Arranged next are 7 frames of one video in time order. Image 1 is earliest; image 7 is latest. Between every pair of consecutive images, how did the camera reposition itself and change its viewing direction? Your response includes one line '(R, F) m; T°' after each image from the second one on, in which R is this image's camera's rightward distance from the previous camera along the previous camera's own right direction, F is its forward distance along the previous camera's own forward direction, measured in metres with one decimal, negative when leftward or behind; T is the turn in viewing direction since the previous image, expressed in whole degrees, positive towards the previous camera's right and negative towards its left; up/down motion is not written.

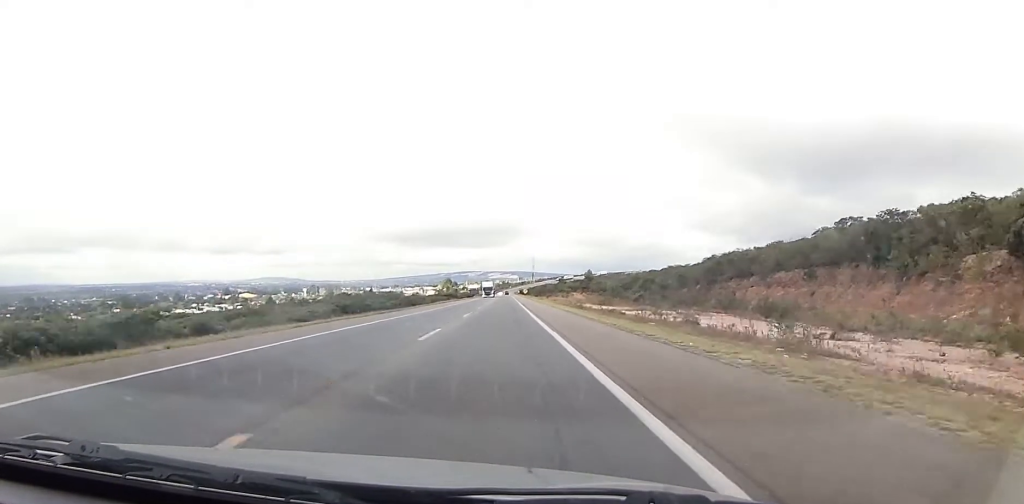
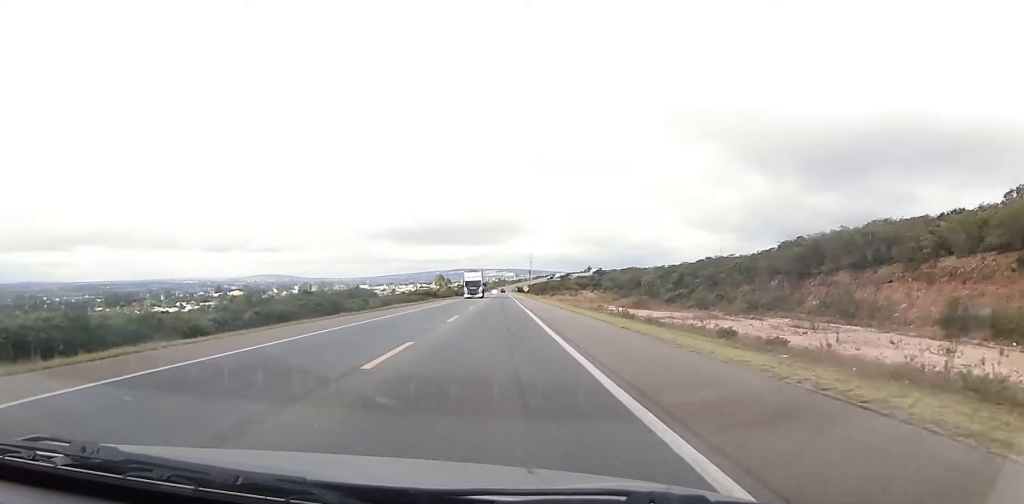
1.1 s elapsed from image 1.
(0.0, +37.2) m; 0°
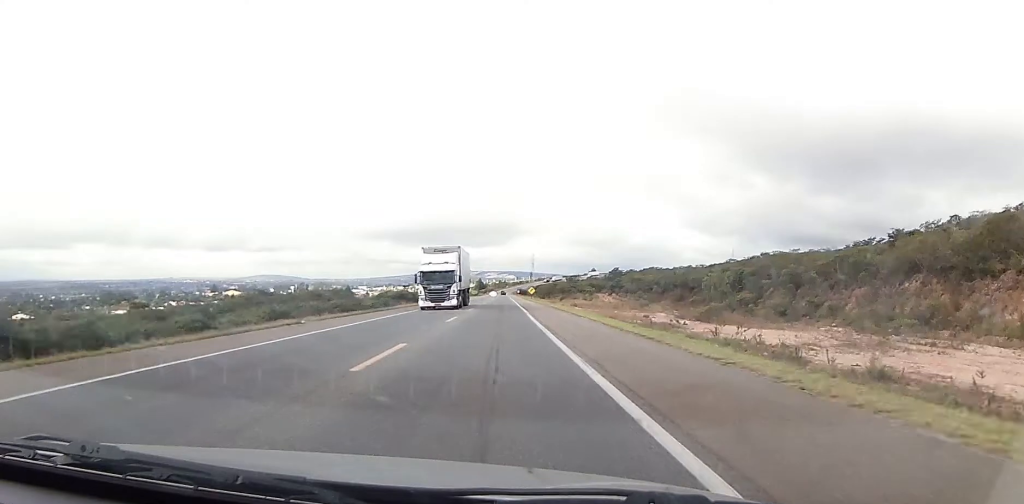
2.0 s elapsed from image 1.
(0.0, +31.6) m; 0°
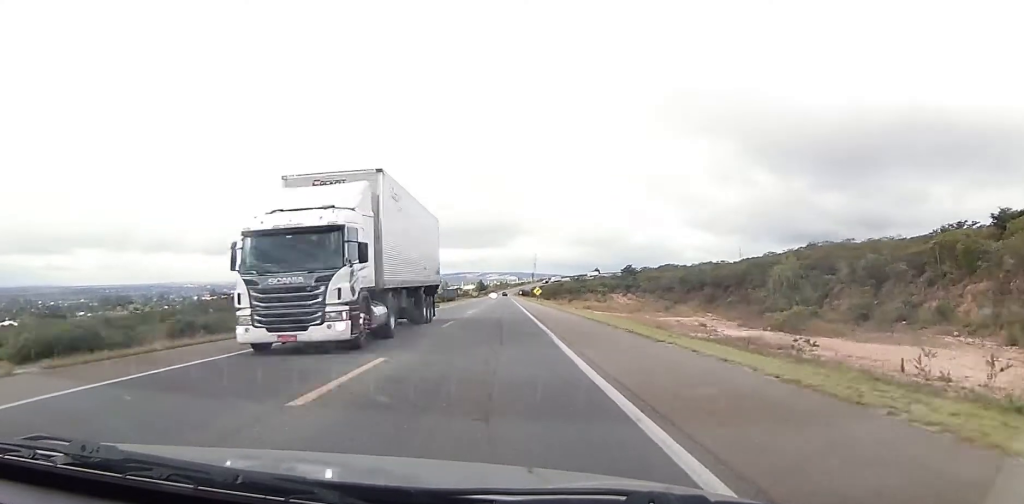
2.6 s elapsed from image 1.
(0.0, +18.2) m; 0°
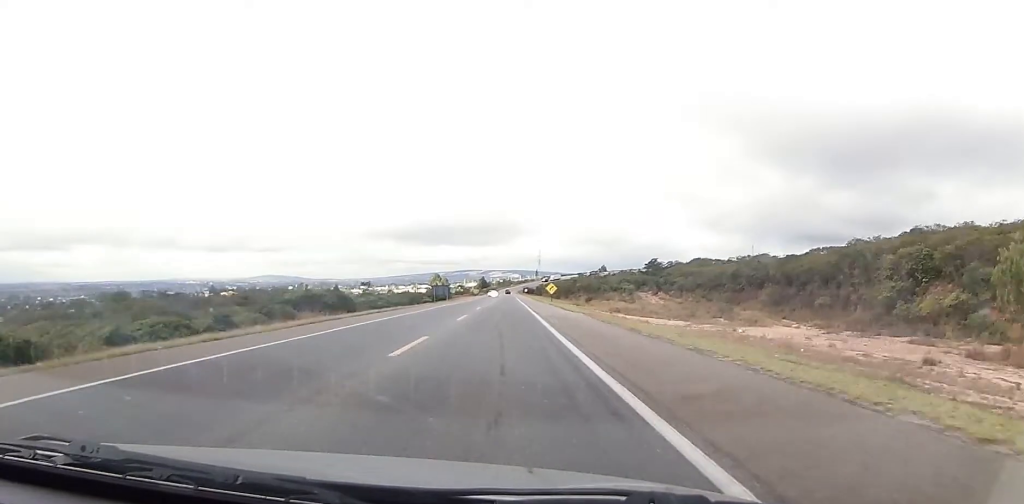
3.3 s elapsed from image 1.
(0.0, +26.3) m; 0°
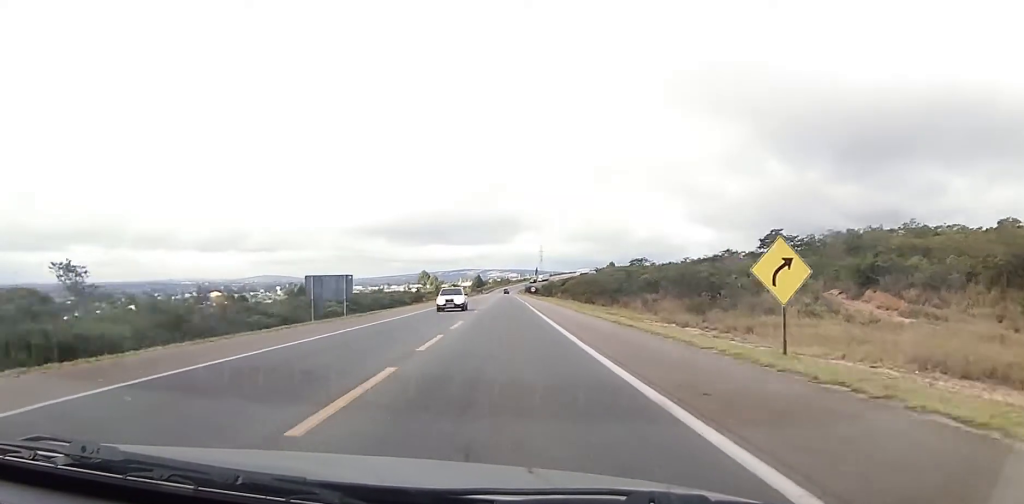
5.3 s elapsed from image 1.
(0.0, +69.4) m; 0°
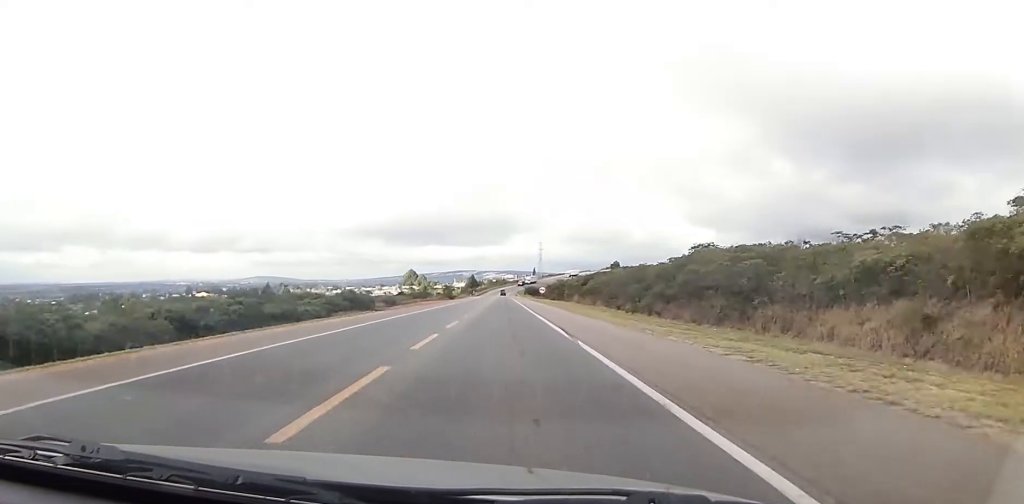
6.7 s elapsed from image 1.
(0.0, +47.6) m; 0°
